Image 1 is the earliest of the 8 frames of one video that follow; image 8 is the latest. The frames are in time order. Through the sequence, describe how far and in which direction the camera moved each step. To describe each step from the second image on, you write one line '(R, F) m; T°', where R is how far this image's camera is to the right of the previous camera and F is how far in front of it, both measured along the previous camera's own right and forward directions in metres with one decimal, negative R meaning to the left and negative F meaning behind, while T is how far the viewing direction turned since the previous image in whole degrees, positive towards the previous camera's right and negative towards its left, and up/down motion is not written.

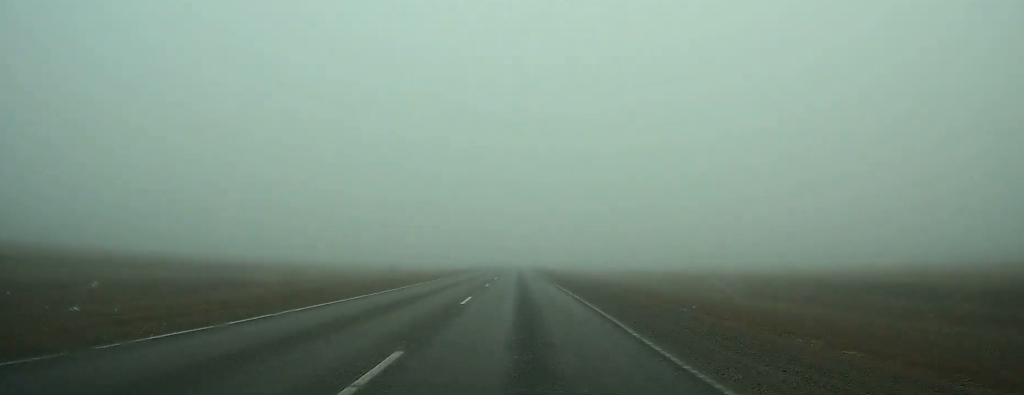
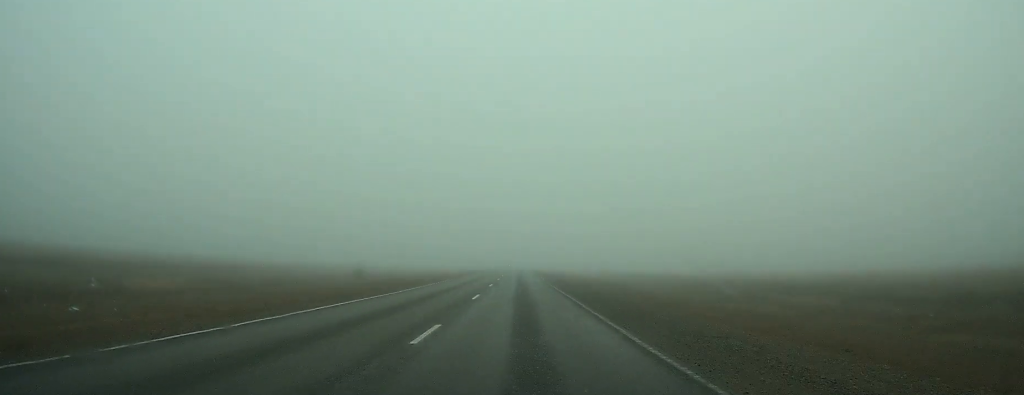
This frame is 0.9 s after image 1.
(0.0, +18.8) m; 0°
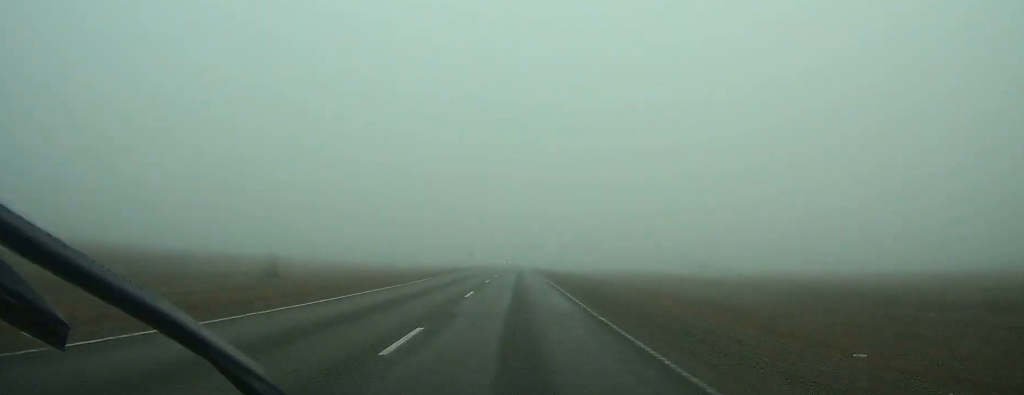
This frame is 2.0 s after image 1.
(+0.1, +24.4) m; 0°
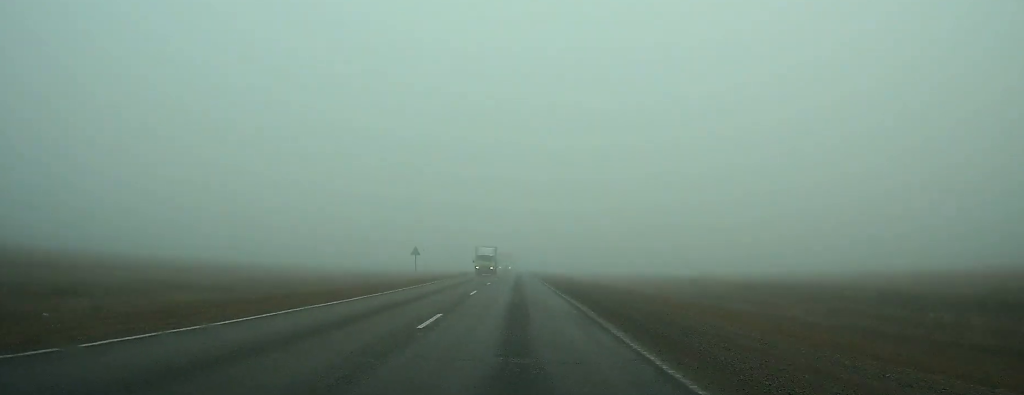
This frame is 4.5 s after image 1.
(-0.1, +54.0) m; 0°
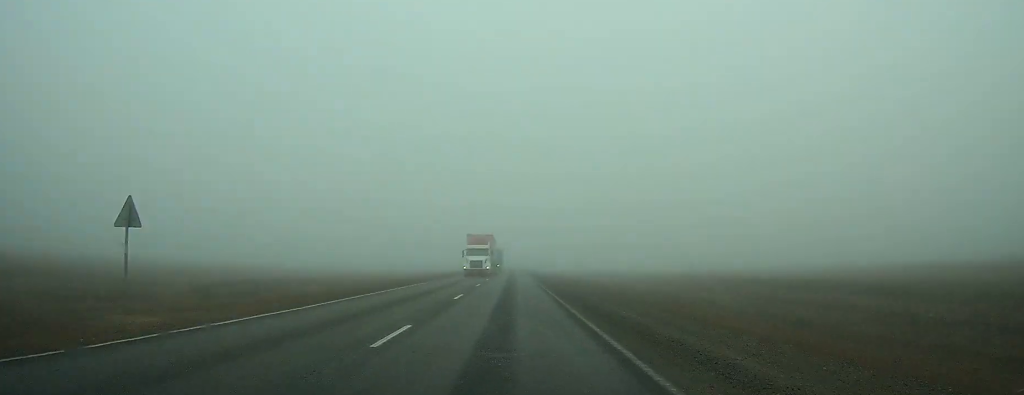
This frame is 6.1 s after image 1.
(+0.1, +37.6) m; 0°
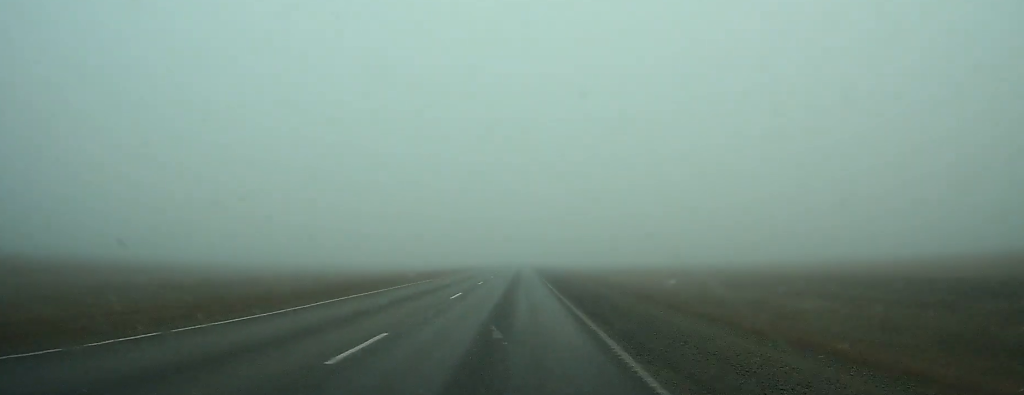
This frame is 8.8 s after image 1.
(+0.1, +61.6) m; 0°
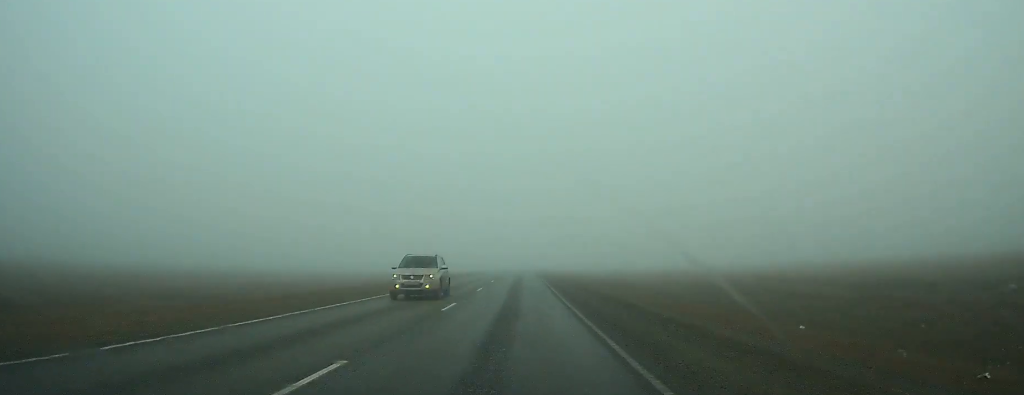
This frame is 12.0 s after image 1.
(-0.4, +77.0) m; 0°
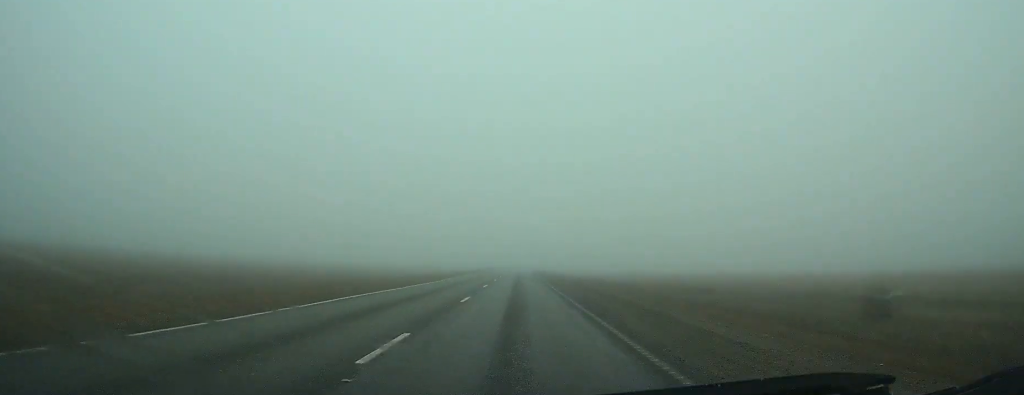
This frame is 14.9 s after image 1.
(-0.1, +73.7) m; 0°
